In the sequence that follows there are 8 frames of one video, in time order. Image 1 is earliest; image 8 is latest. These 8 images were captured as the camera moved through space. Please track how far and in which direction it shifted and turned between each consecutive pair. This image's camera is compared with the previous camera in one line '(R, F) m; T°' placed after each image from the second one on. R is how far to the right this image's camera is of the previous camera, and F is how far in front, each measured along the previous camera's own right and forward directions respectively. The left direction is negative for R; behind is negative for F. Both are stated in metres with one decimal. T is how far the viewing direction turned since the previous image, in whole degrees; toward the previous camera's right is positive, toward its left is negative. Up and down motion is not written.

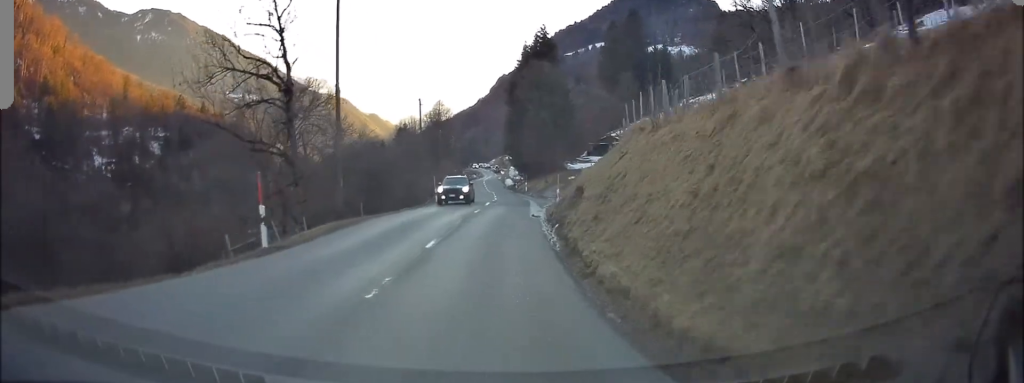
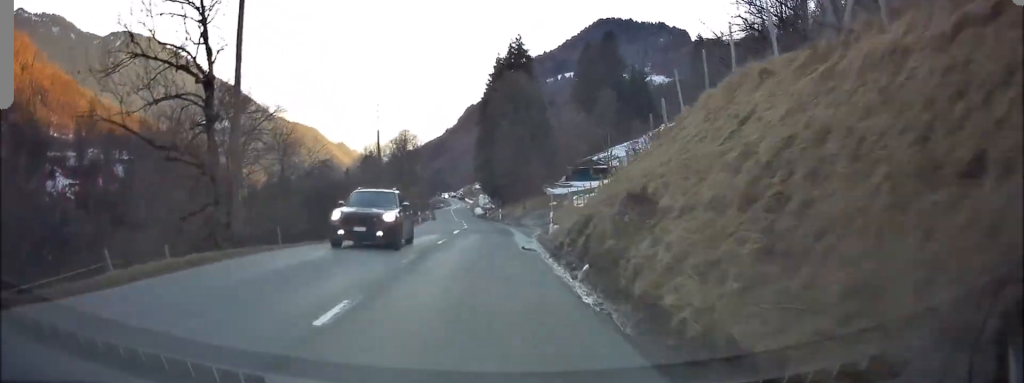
(+0.6, +8.0) m; +4°
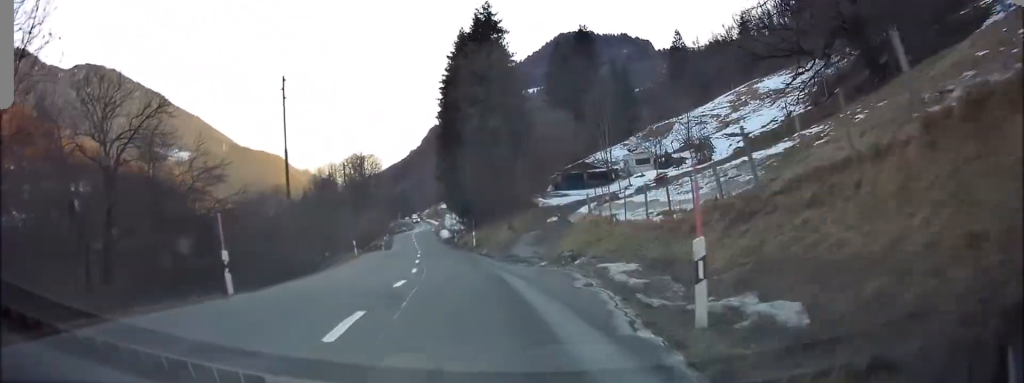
(+0.7, +17.3) m; +4°
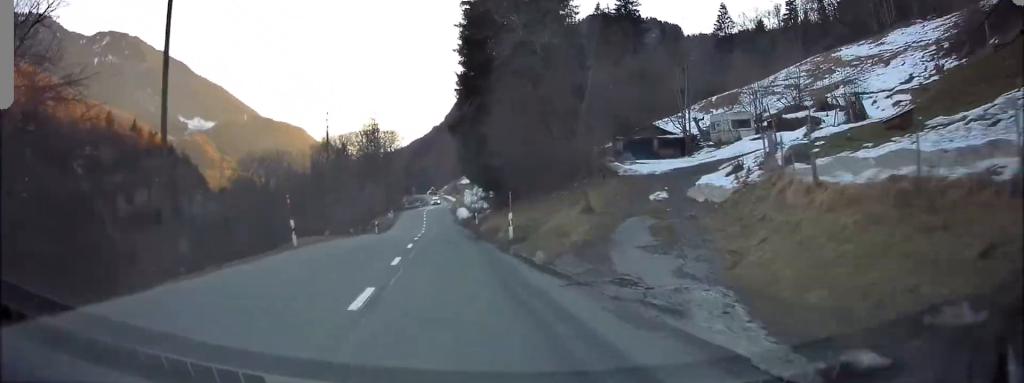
(+0.4, +16.9) m; +2°
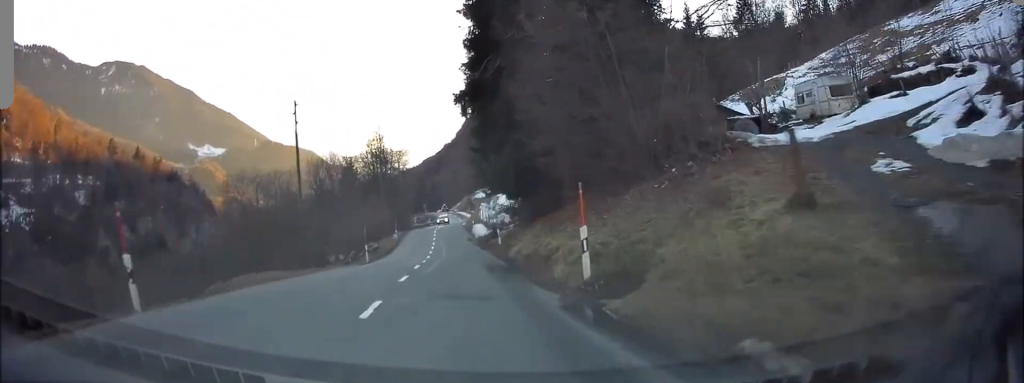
(+0.3, +11.1) m; -1°
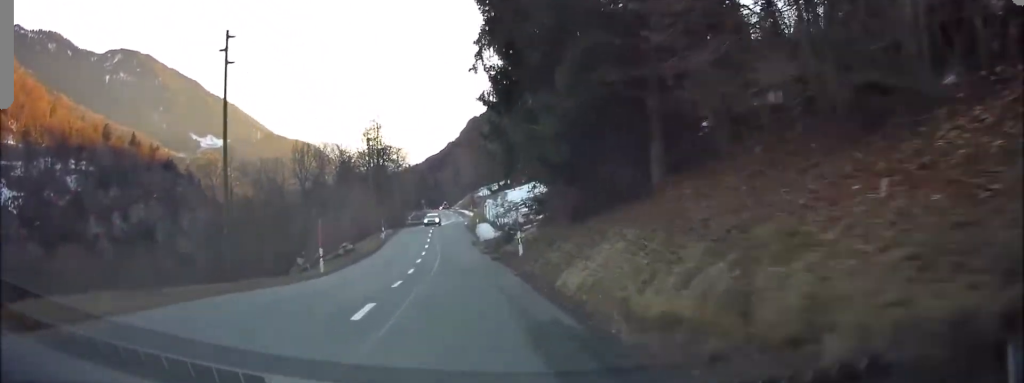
(-0.4, +11.3) m; -1°
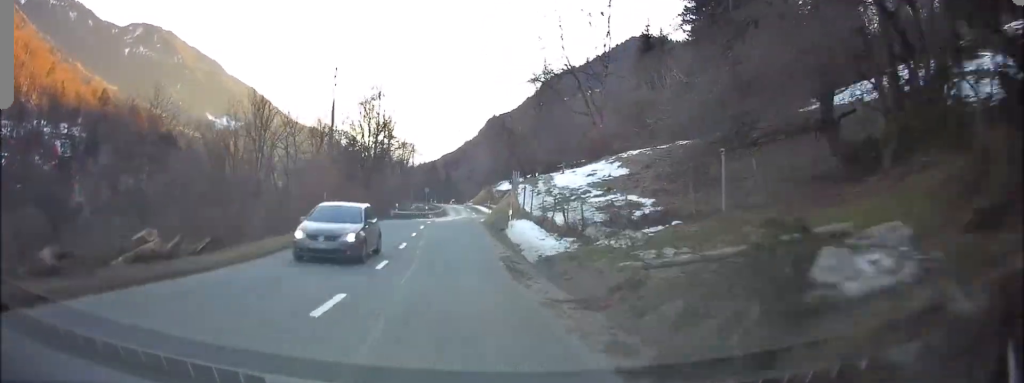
(-0.3, +24.1) m; -3°
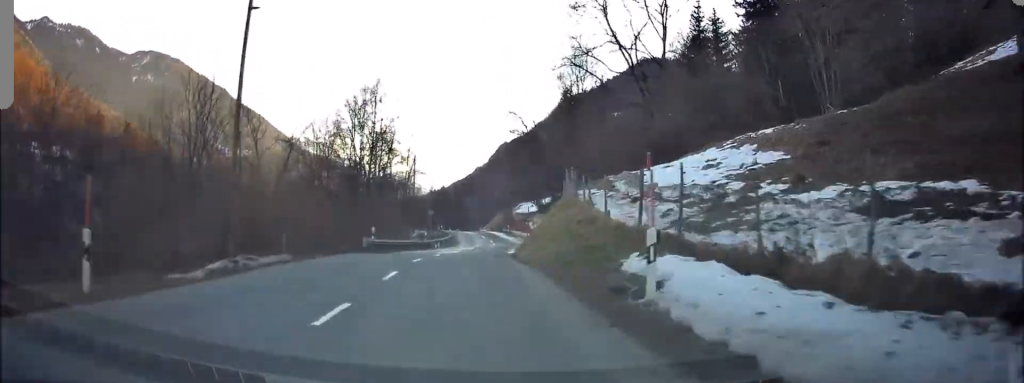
(-0.6, +17.2) m; -2°
